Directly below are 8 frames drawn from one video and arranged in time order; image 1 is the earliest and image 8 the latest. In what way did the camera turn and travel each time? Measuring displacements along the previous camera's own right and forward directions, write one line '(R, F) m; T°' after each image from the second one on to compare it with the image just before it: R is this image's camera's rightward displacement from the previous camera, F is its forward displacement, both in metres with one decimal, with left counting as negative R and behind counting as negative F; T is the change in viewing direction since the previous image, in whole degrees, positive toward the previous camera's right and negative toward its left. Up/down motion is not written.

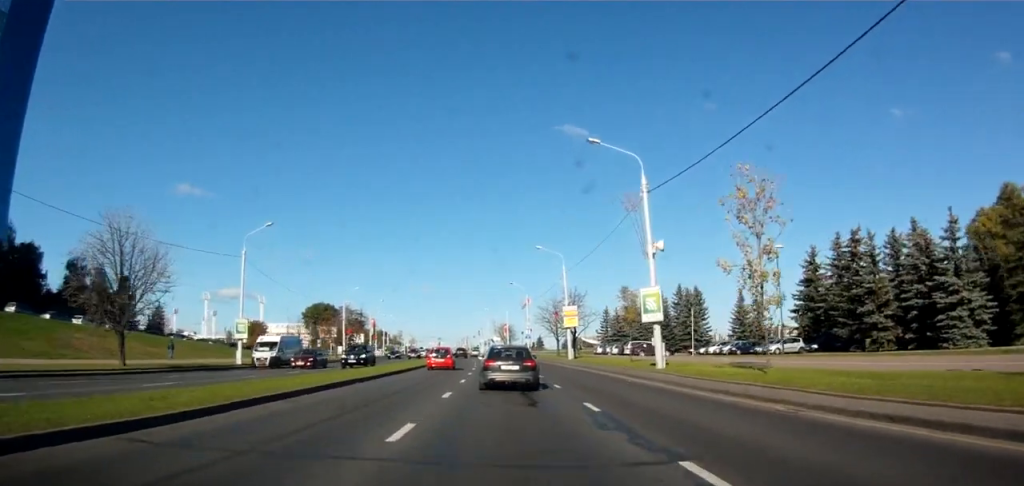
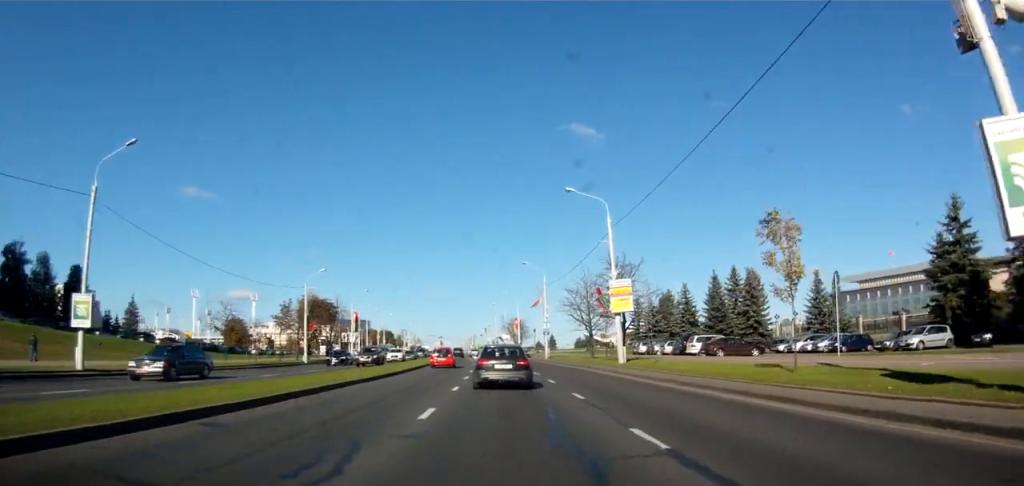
(-0.3, +20.7) m; -2°
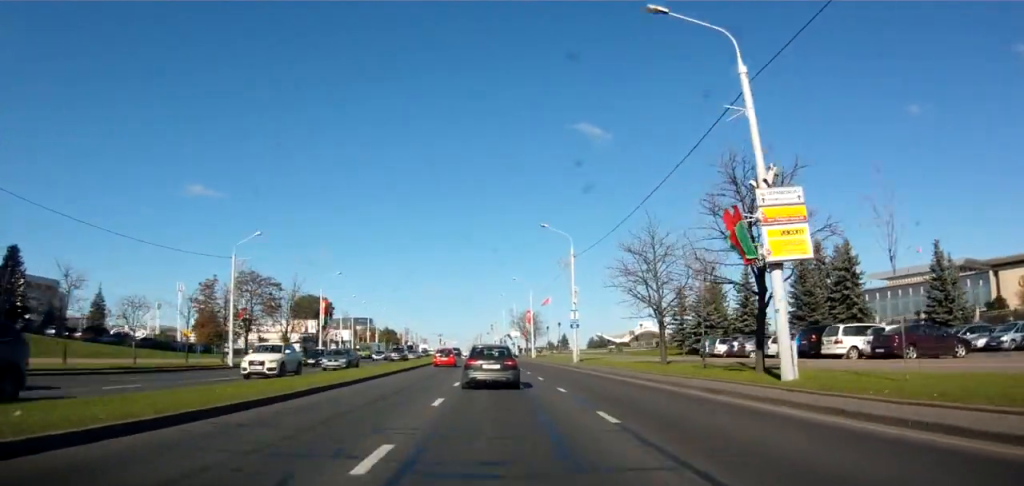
(-0.1, +21.1) m; +1°
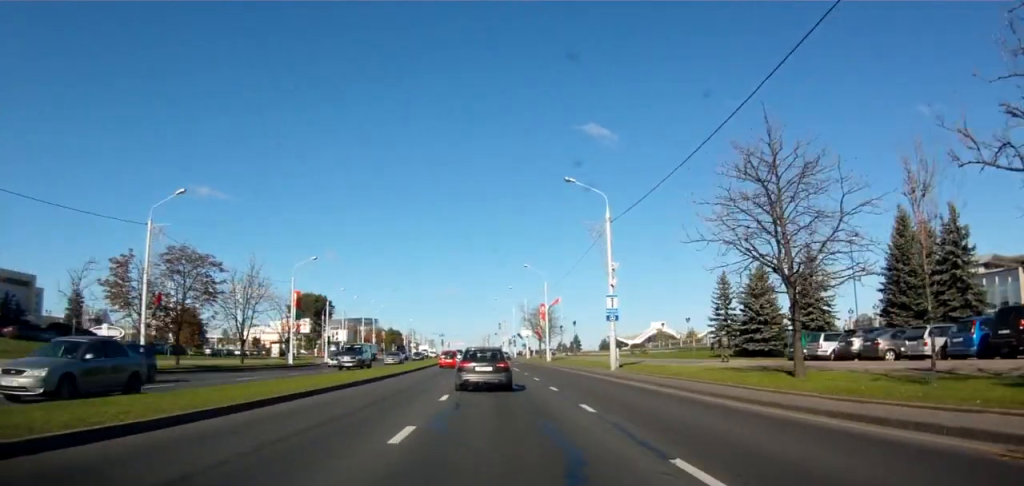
(+0.3, +13.8) m; 0°
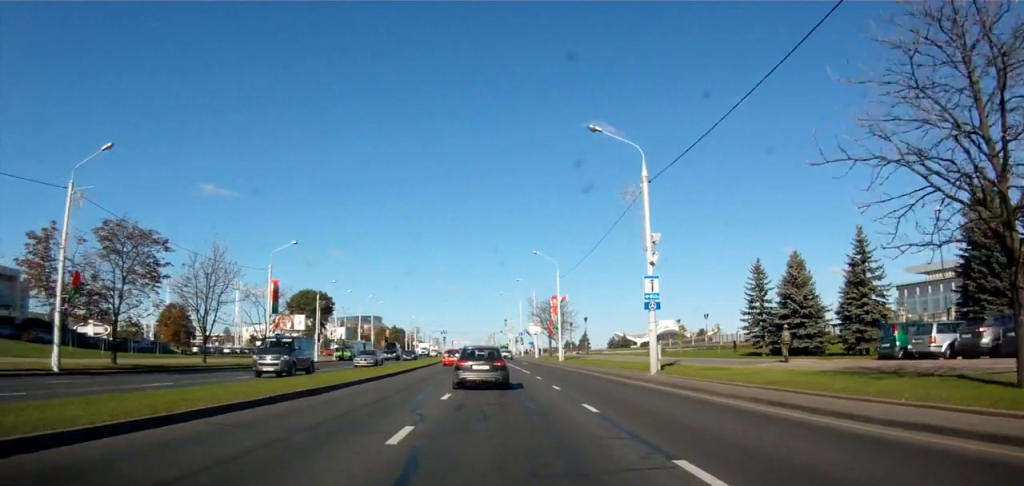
(-0.2, +7.9) m; -1°
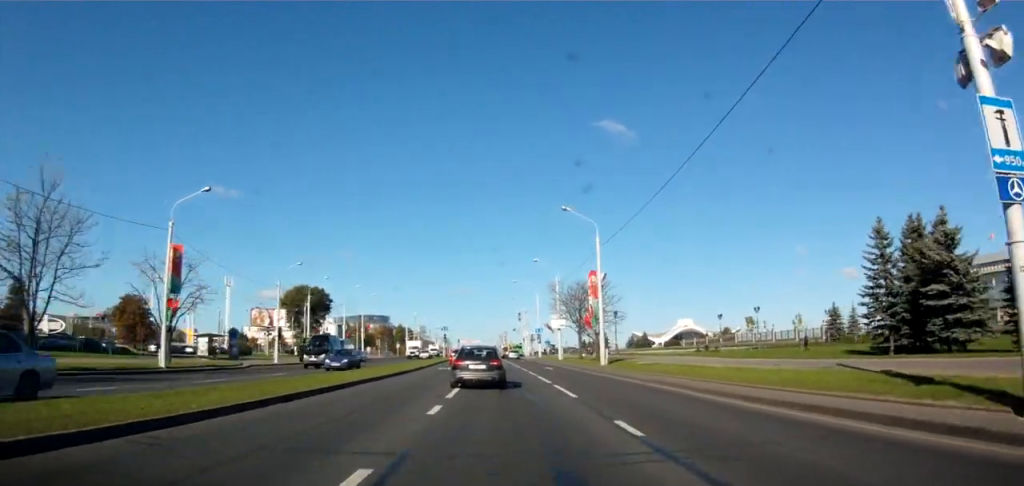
(-0.5, +19.9) m; -2°
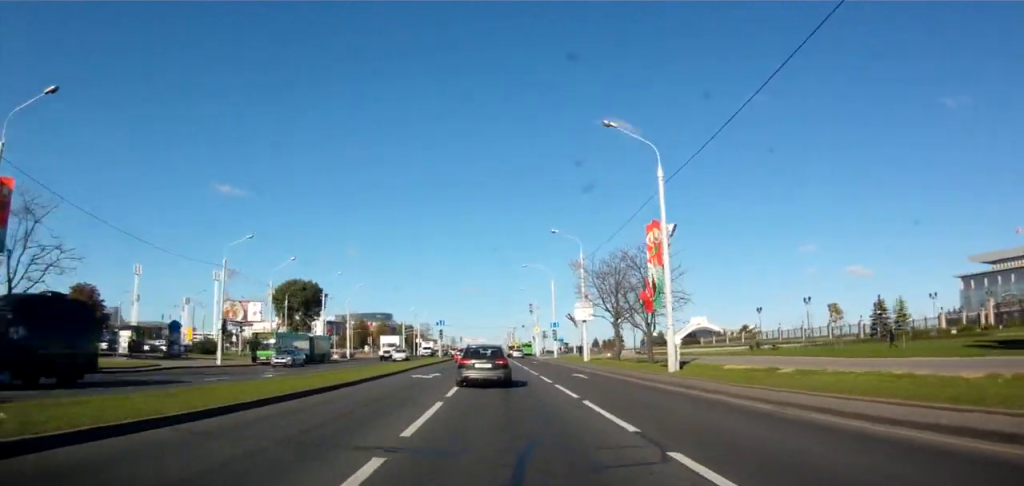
(0.0, +16.2) m; 0°
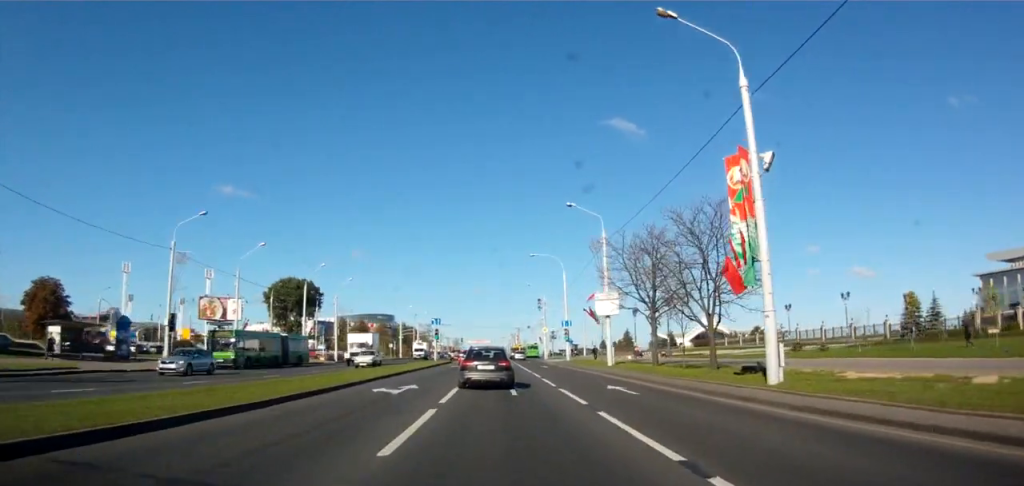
(0.0, +9.5) m; 0°
